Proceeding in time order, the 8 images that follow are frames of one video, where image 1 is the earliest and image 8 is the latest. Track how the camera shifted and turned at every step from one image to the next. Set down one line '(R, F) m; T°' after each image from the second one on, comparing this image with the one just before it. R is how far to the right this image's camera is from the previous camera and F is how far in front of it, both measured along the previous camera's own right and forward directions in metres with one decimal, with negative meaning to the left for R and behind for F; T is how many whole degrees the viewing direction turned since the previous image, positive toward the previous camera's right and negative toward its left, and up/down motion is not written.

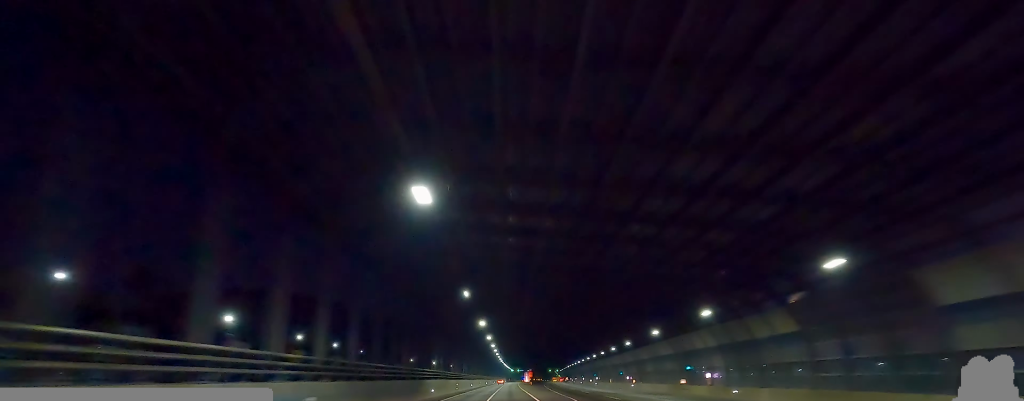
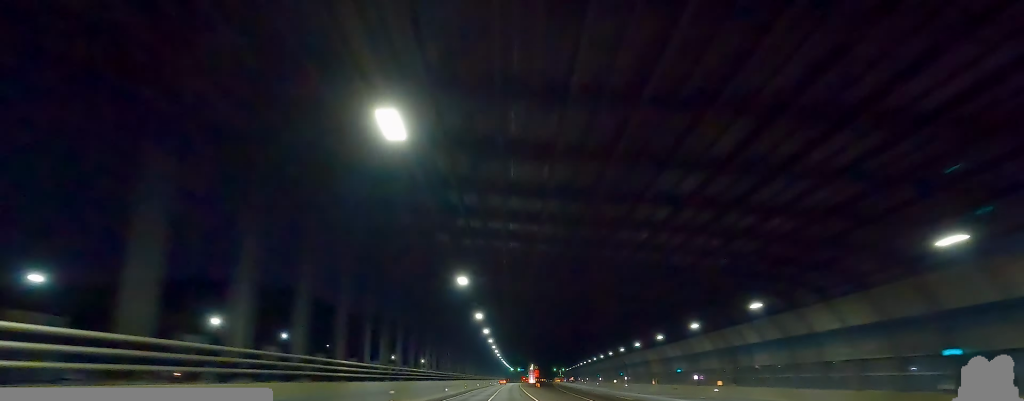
(+0.2, +38.1) m; -1°
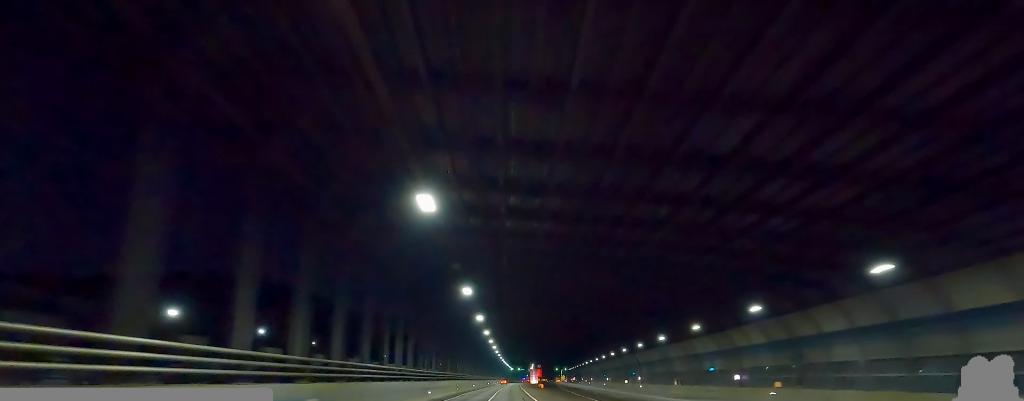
(-0.1, +12.1) m; -1°
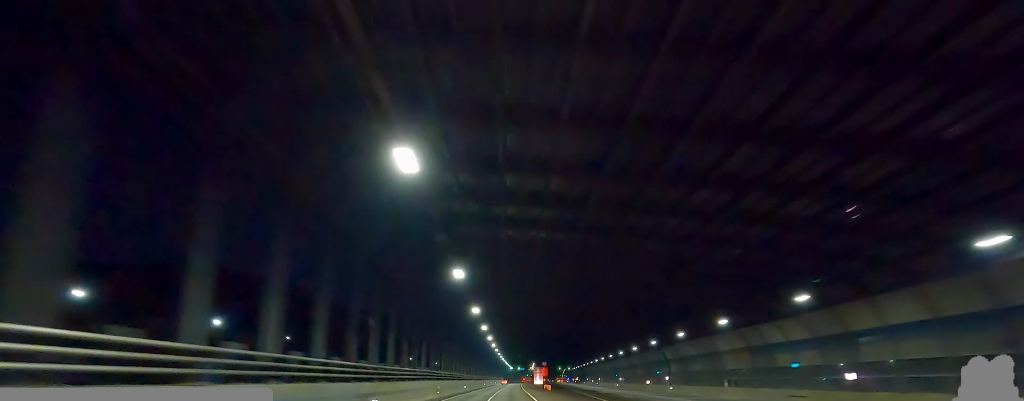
(0.0, +18.0) m; +1°
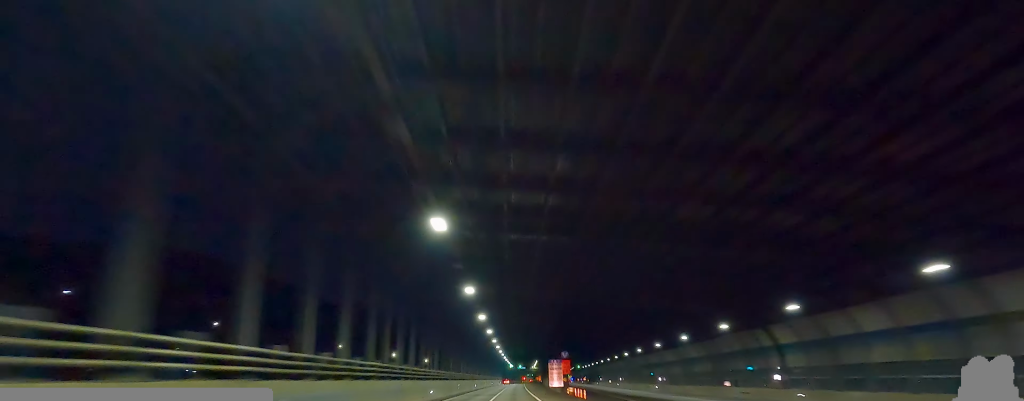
(+0.6, +34.1) m; -1°
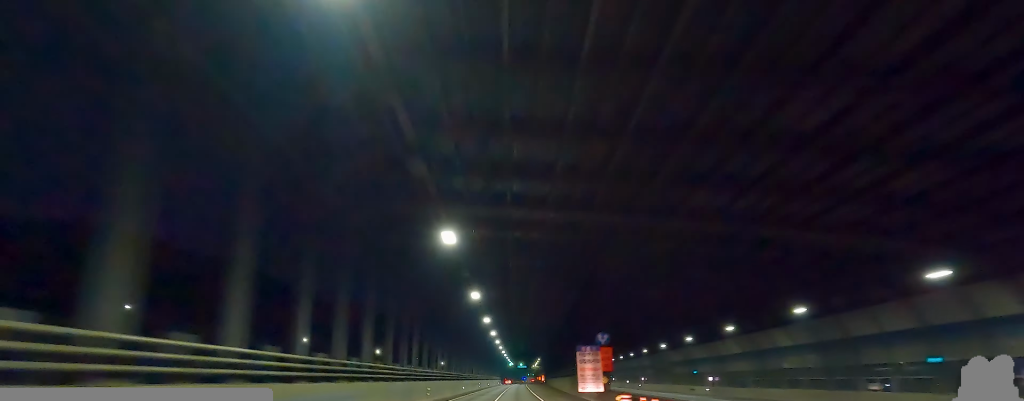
(-0.6, +24.0) m; -1°
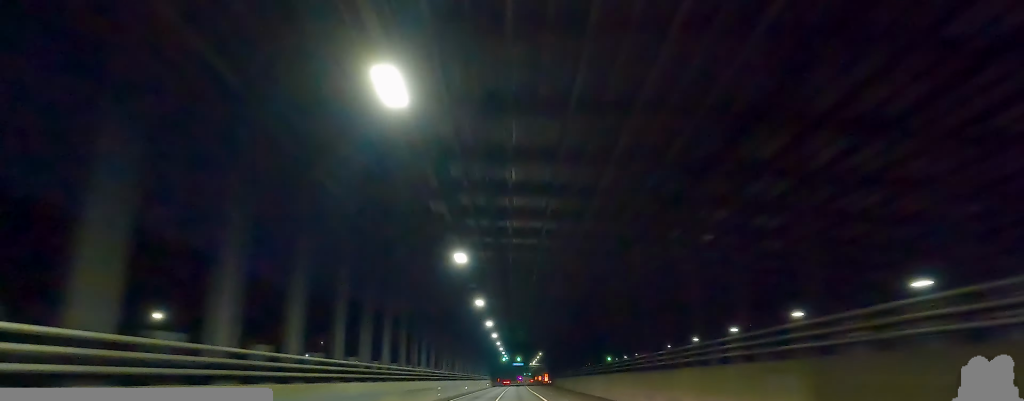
(+0.1, +48.7) m; +2°
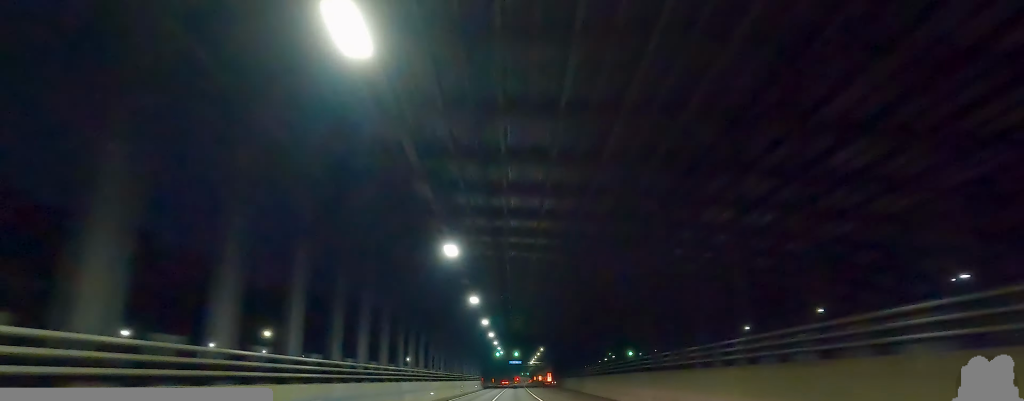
(0.0, +27.8) m; +2°
